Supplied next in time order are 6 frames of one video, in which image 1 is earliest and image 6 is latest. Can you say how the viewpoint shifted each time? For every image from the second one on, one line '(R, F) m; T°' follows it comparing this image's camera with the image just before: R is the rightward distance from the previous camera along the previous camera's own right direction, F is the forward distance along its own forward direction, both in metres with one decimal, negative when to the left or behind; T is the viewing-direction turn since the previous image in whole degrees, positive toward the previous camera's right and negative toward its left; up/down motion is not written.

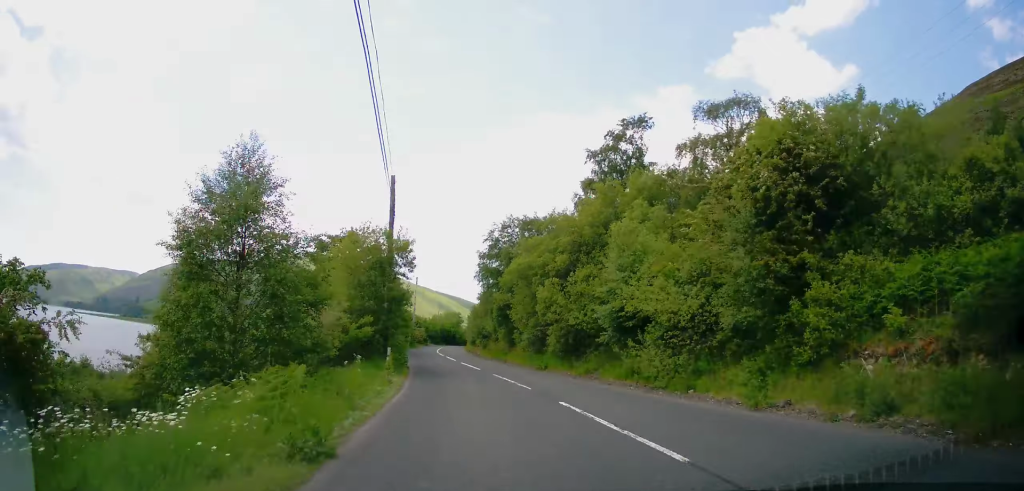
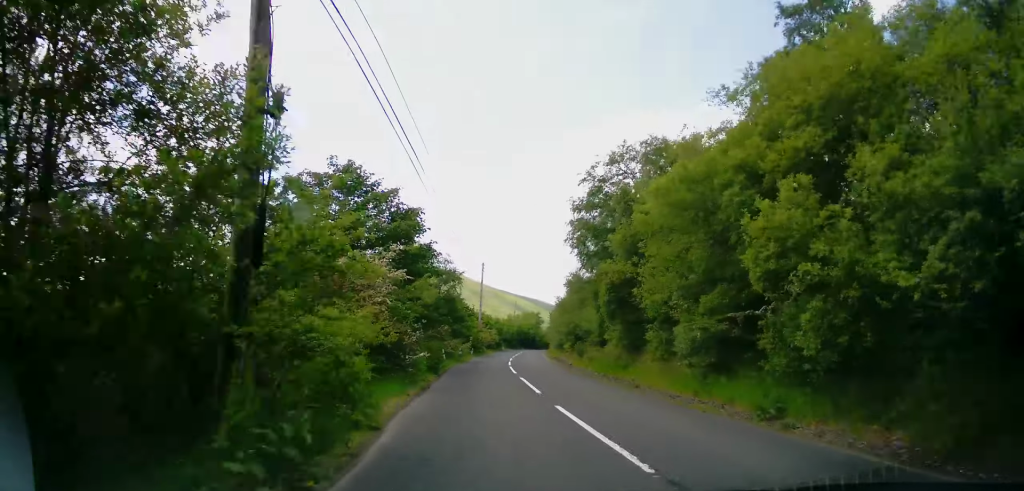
(-1.0, +17.3) m; -5°
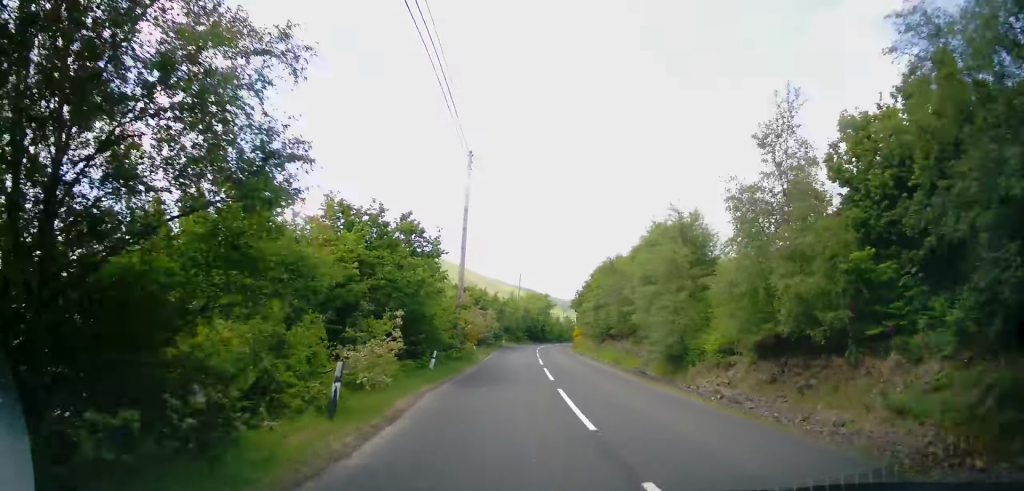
(-1.1, +31.9) m; -1°
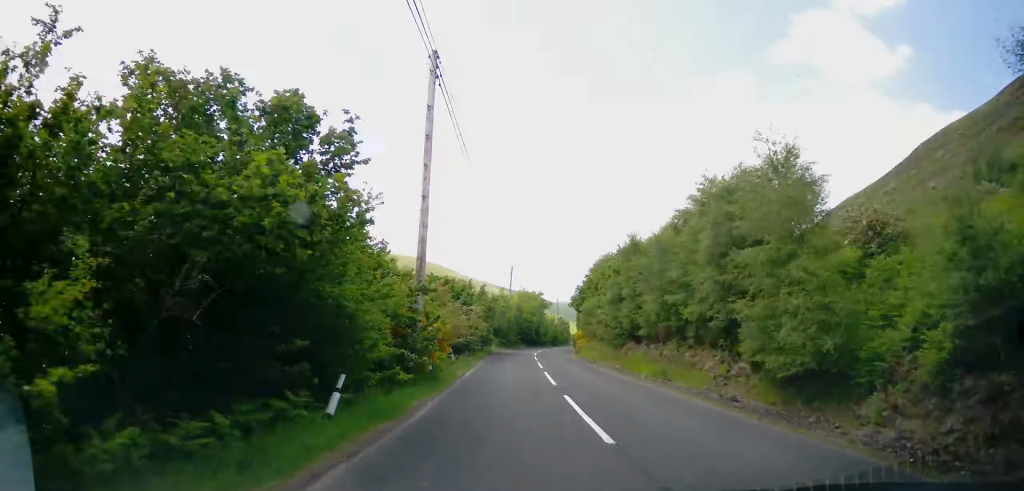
(+0.2, +9.4) m; 0°
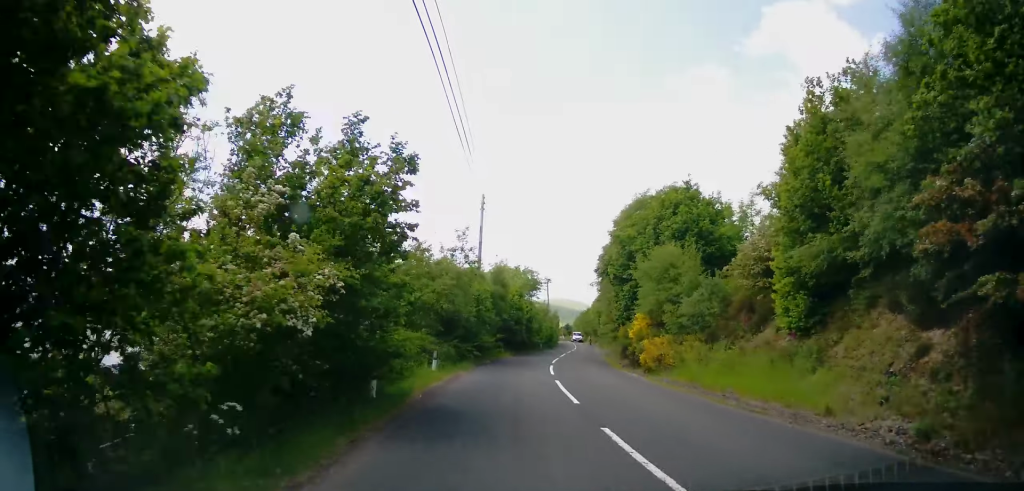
(+0.3, +30.5) m; +4°
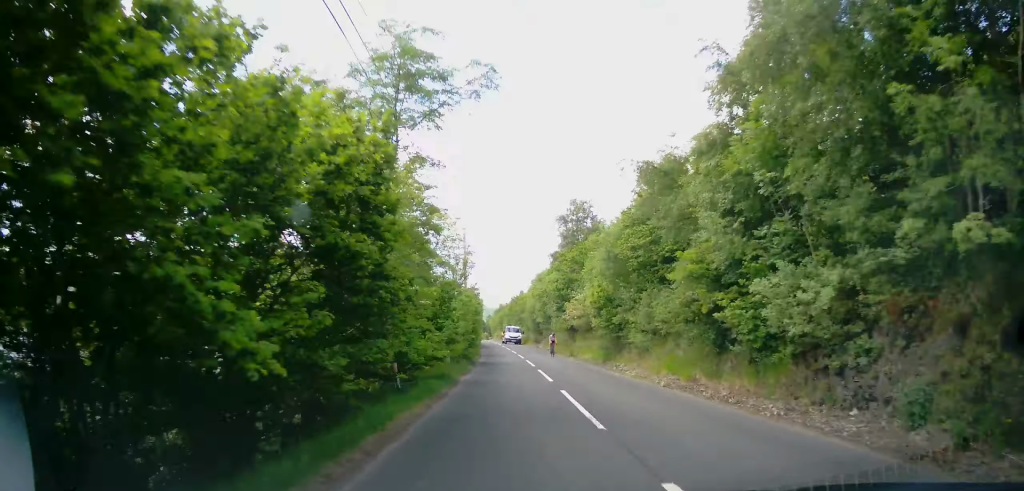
(+3.0, +38.4) m; +7°
